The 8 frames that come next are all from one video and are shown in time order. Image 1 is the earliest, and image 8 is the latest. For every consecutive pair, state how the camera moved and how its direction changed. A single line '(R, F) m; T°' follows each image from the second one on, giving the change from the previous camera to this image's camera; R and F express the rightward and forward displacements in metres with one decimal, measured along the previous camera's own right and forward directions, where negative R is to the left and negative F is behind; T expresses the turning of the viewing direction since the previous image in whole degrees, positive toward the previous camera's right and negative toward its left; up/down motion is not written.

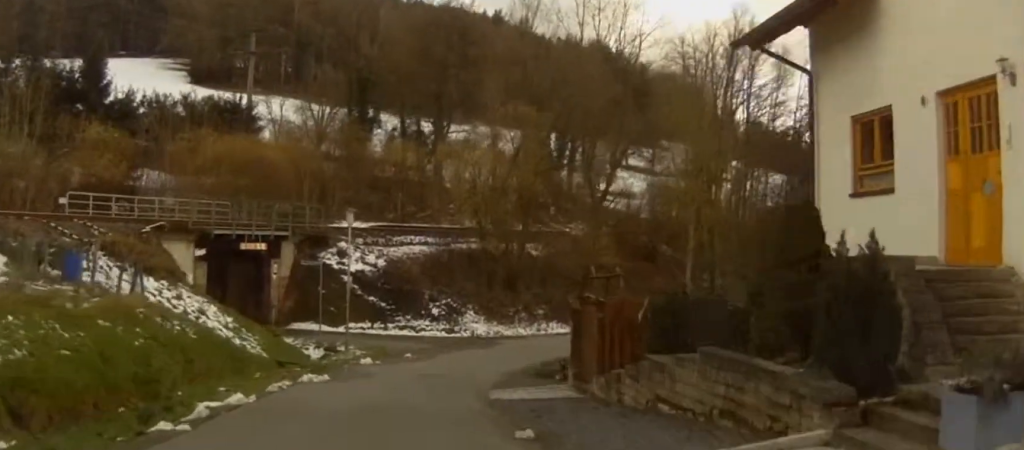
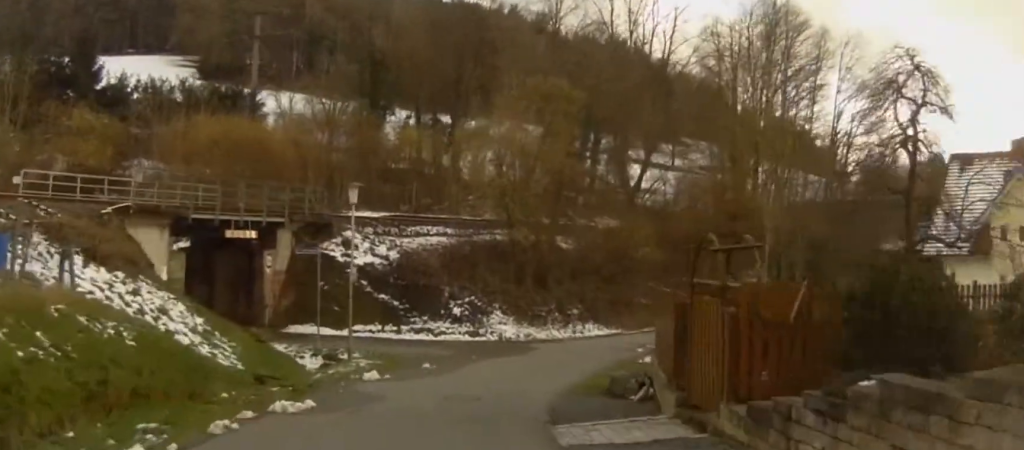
(+0.1, +6.0) m; -1°
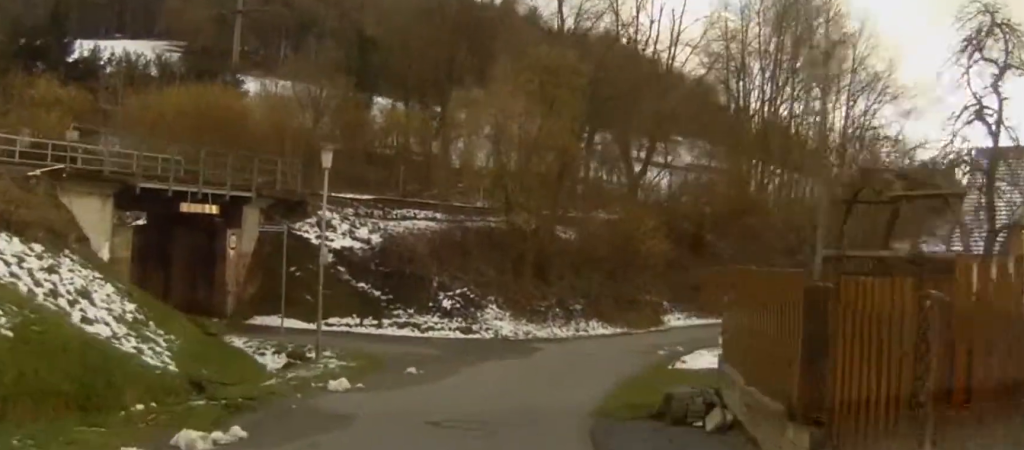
(-0.4, +4.4) m; +1°
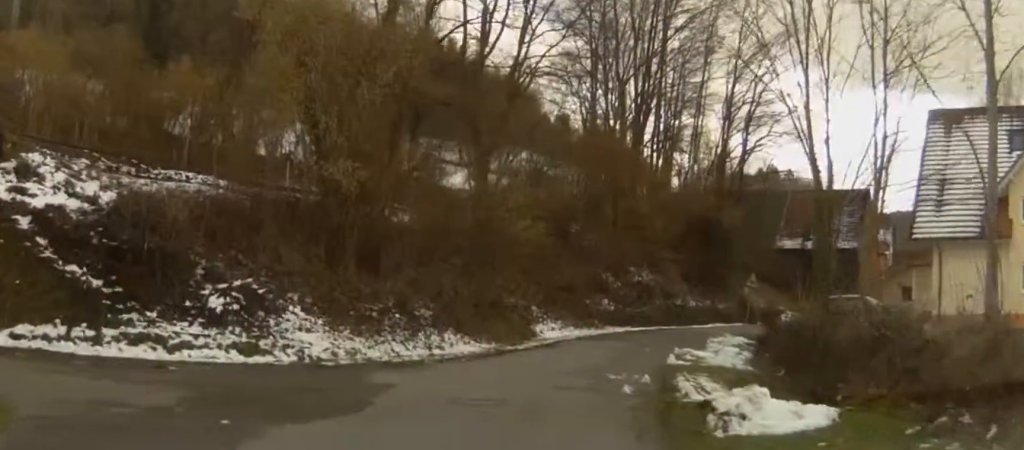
(+1.6, +13.6) m; +14°
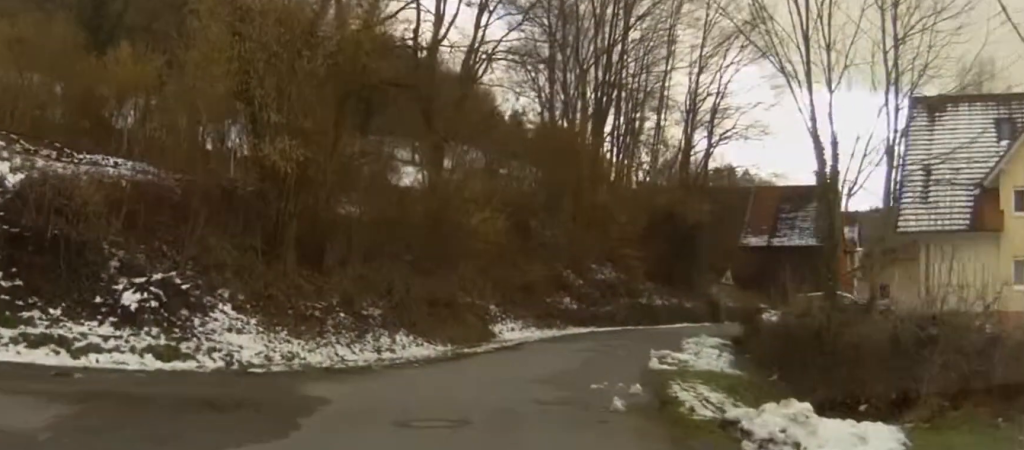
(0.0, +3.6) m; +4°
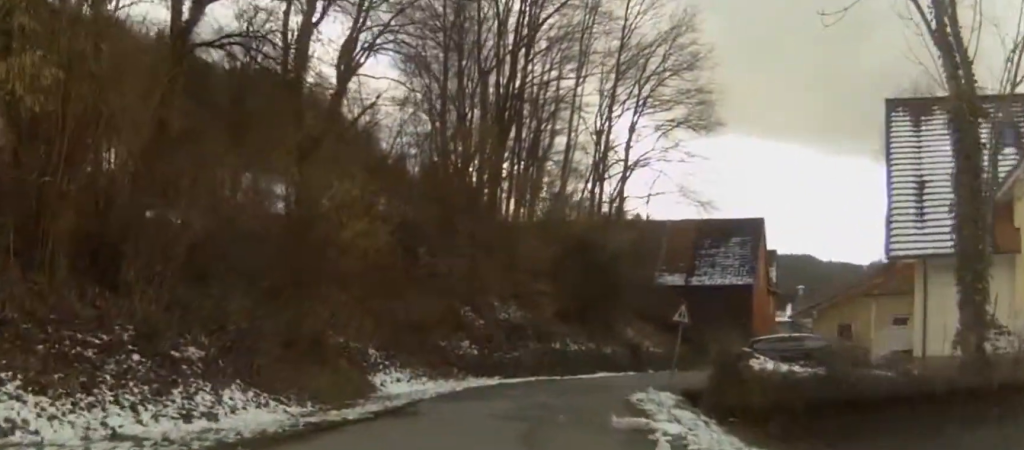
(+1.1, +8.9) m; +8°
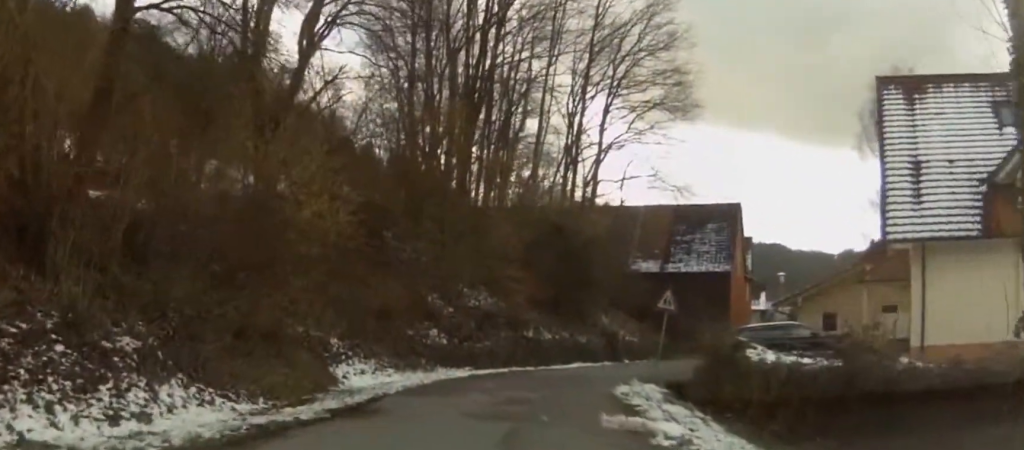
(0.0, +1.9) m; -3°
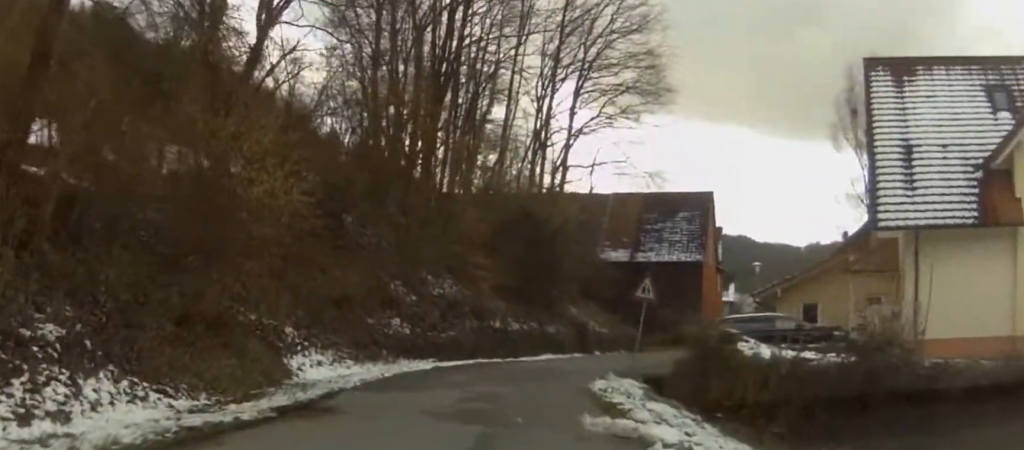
(-0.1, +1.7) m; +9°
